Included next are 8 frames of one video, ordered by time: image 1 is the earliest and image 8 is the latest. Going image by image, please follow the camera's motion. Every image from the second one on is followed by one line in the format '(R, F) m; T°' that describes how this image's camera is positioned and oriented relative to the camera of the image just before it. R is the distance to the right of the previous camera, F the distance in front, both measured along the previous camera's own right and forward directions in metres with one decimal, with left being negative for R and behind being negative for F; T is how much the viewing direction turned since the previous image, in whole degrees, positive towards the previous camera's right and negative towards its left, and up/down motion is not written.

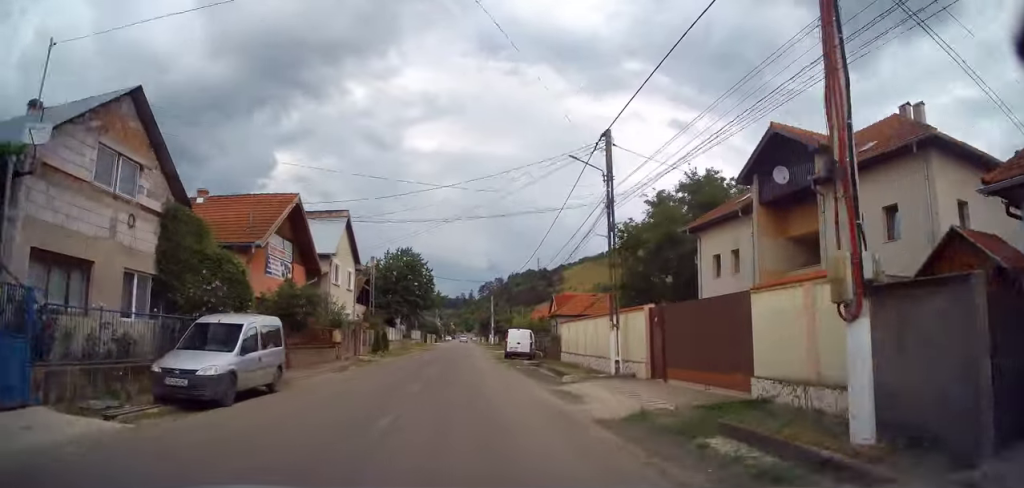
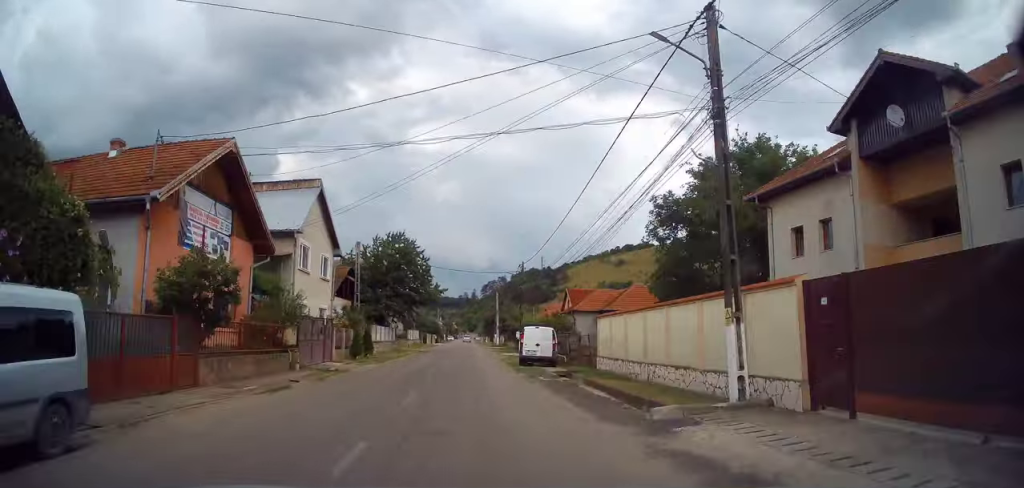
(+0.1, +7.6) m; +1°
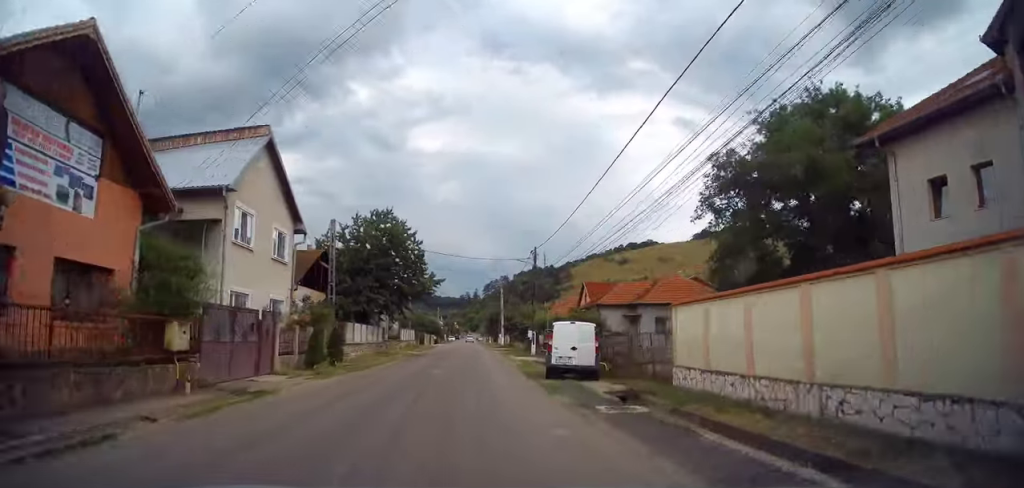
(0.0, +8.2) m; 0°
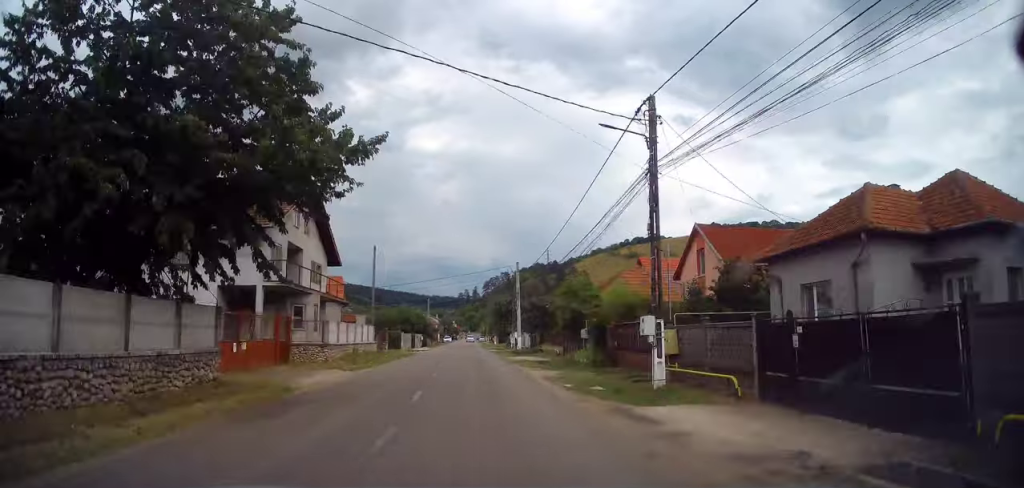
(0.0, +26.7) m; -1°
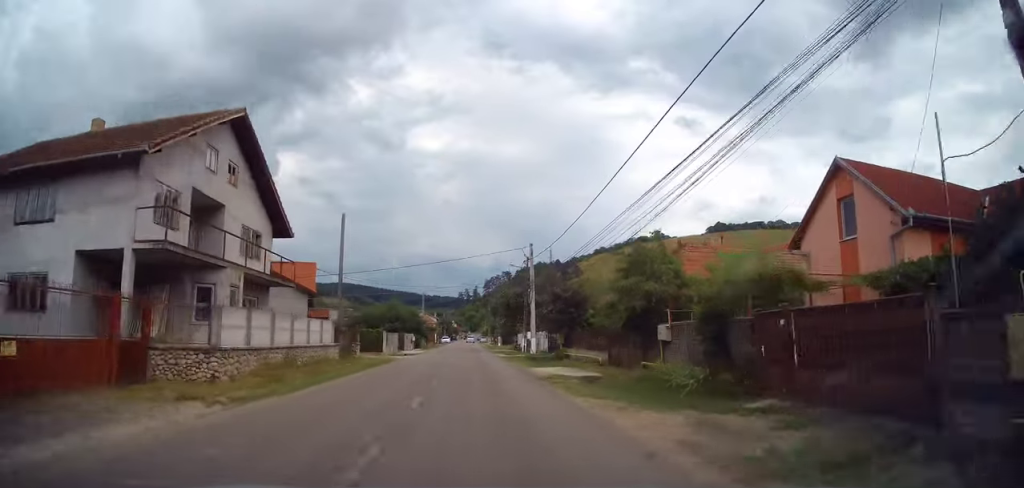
(-0.1, +11.7) m; -1°
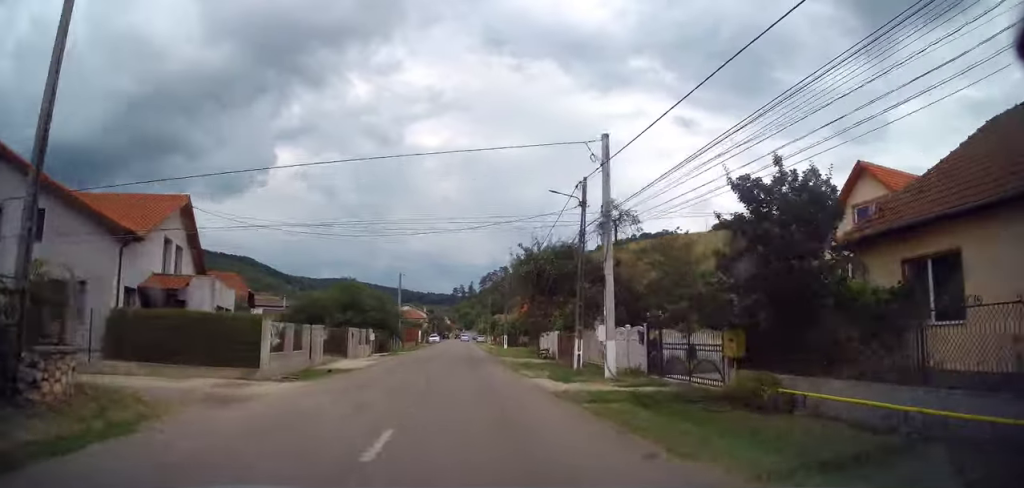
(-0.4, +23.3) m; +1°
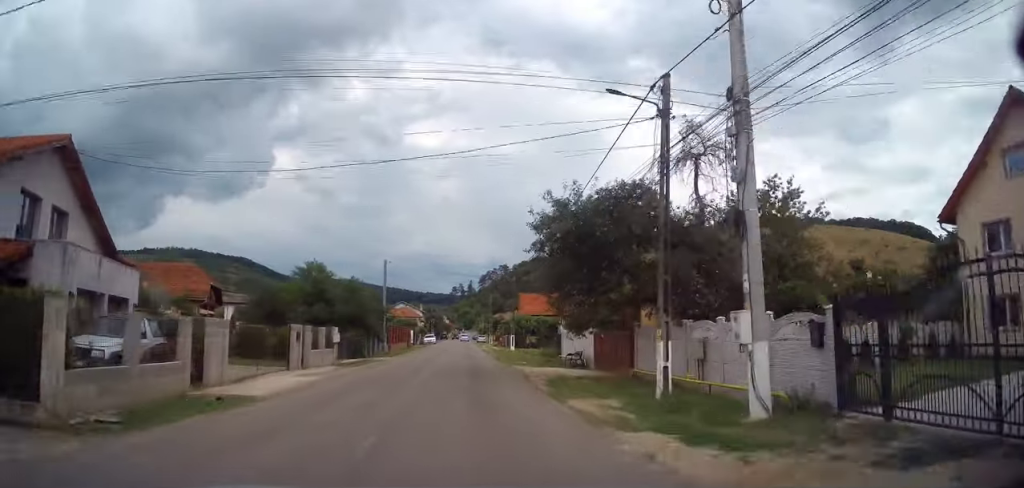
(+0.5, +9.7) m; +1°
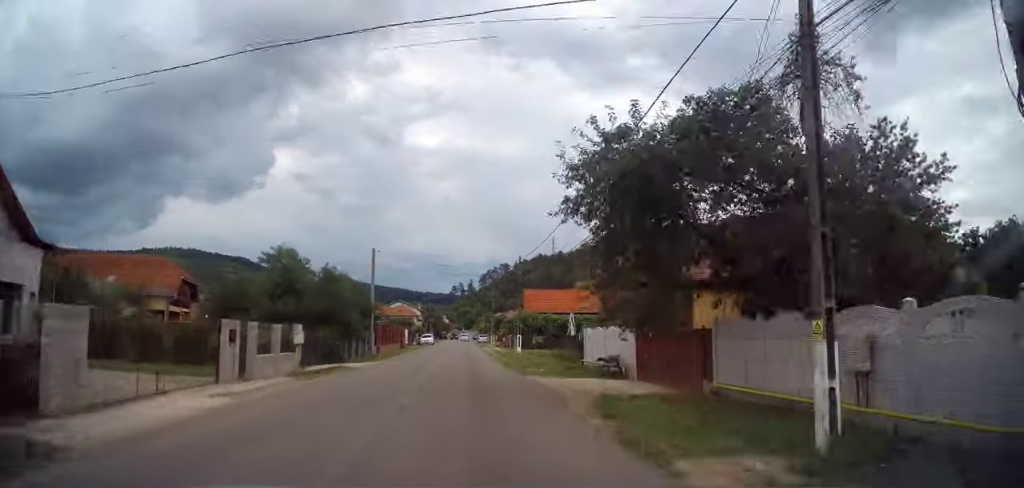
(+0.1, +6.0) m; 0°
